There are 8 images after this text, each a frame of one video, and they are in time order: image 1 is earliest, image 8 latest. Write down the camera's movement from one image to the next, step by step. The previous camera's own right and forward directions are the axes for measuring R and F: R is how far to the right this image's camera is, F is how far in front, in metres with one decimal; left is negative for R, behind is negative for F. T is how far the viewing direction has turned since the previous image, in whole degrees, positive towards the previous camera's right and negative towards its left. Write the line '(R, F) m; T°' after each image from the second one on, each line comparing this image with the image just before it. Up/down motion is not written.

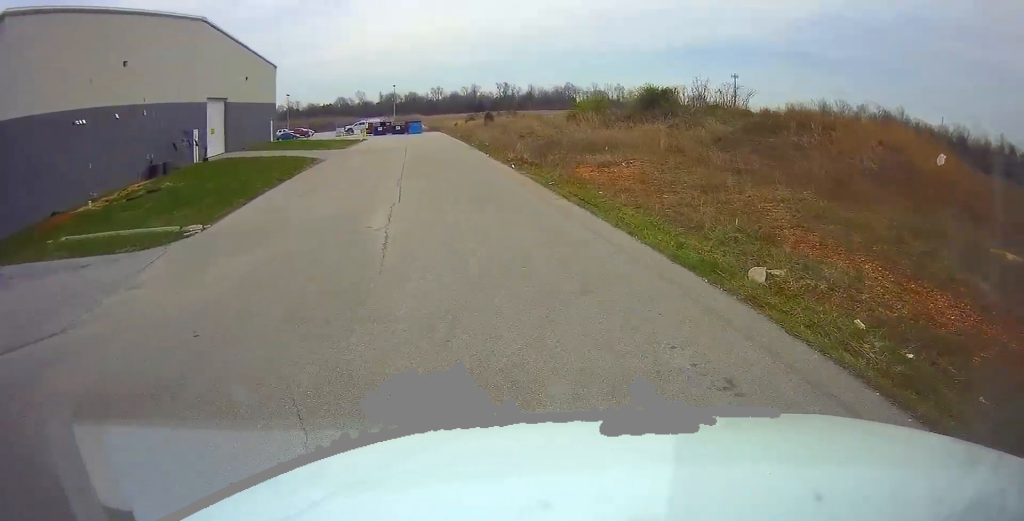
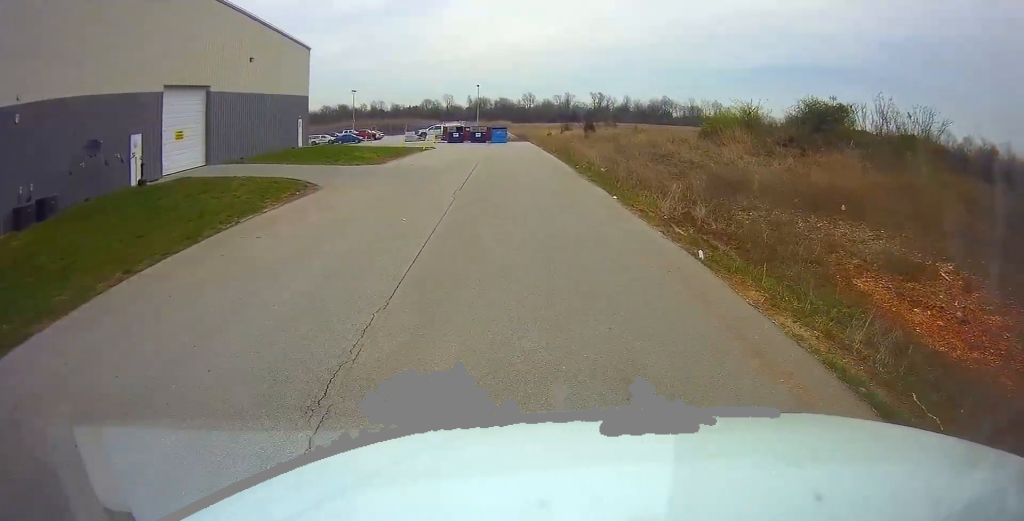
(-1.1, +14.7) m; -8°
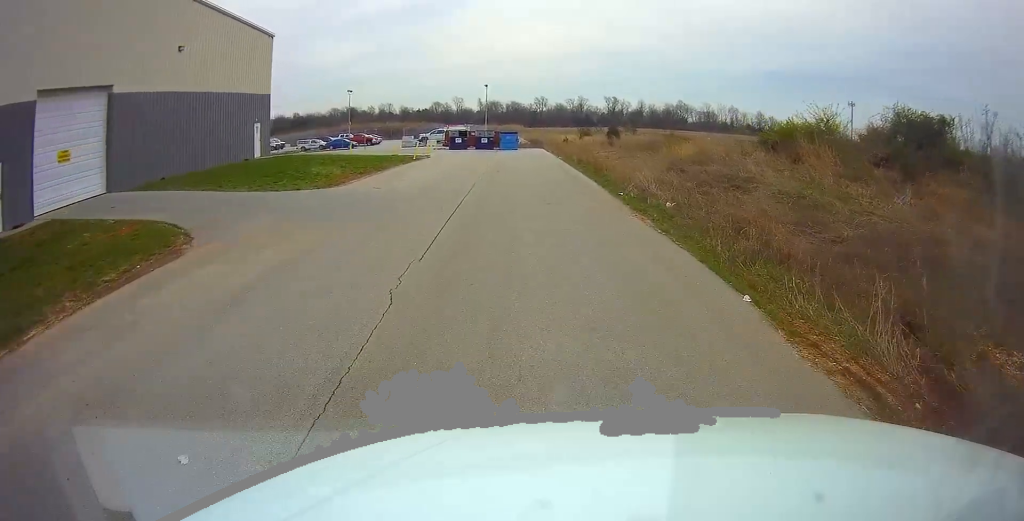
(-0.4, +9.5) m; -3°
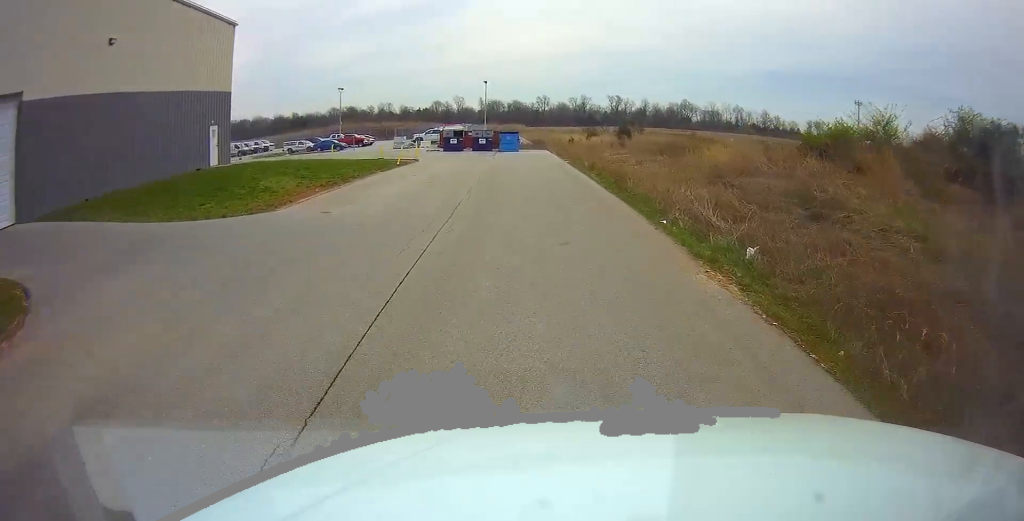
(-0.1, +5.8) m; 0°
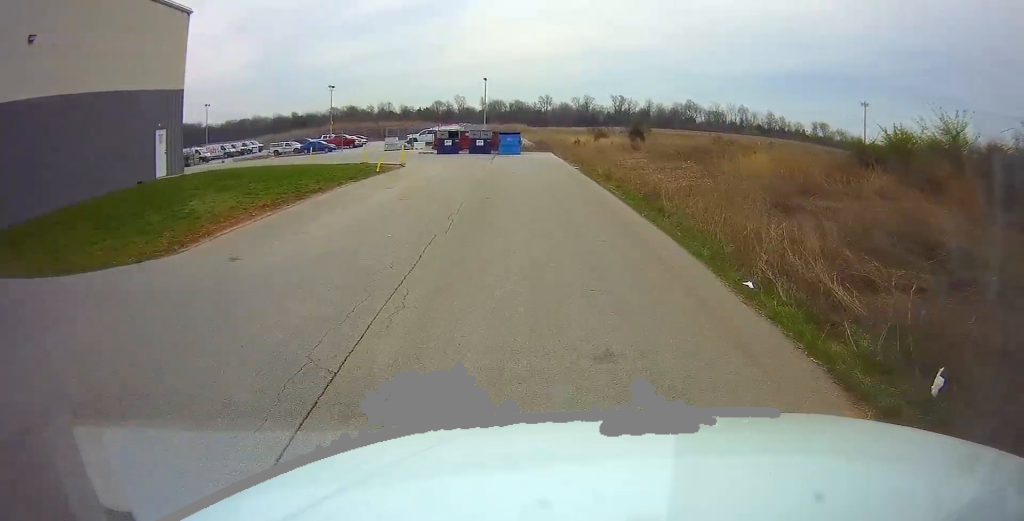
(0.0, +5.3) m; 0°
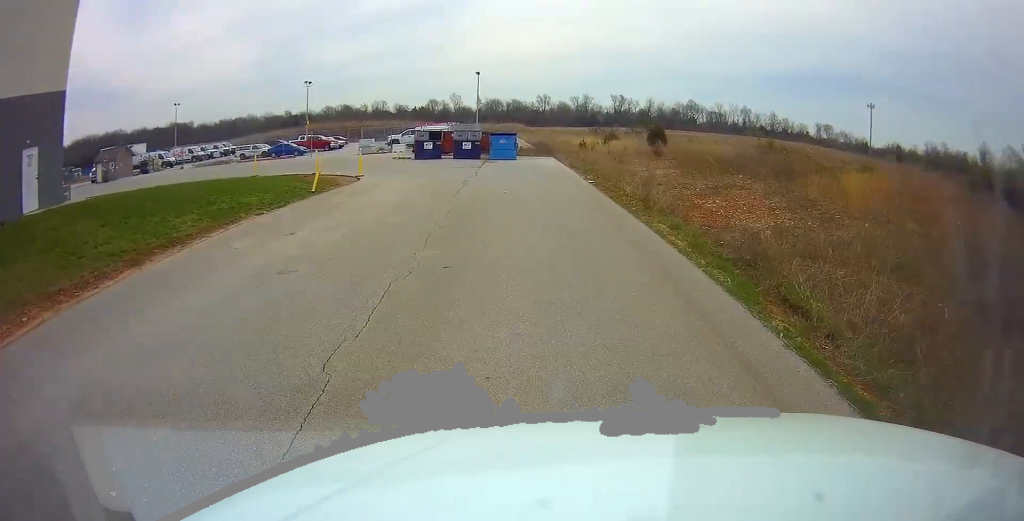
(+0.1, +8.9) m; +1°
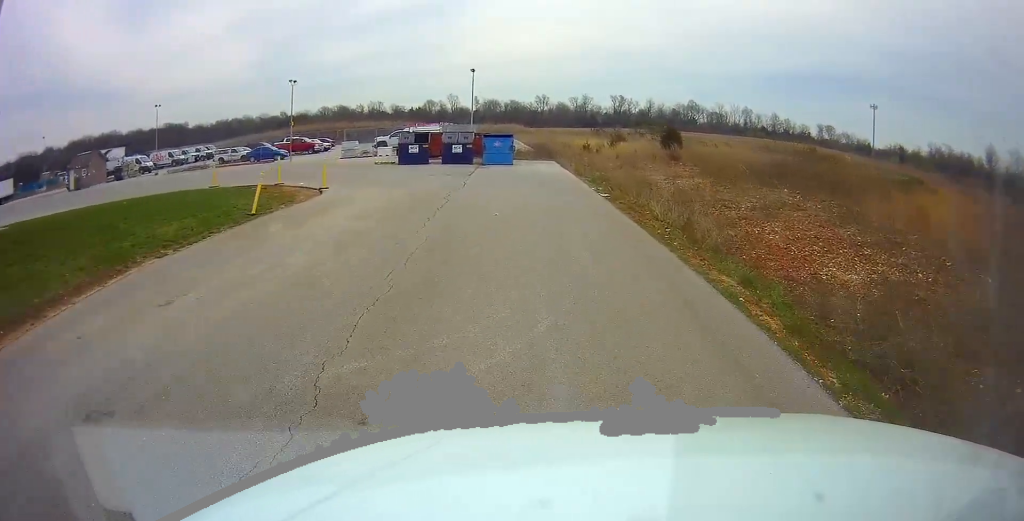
(0.0, +4.8) m; -1°
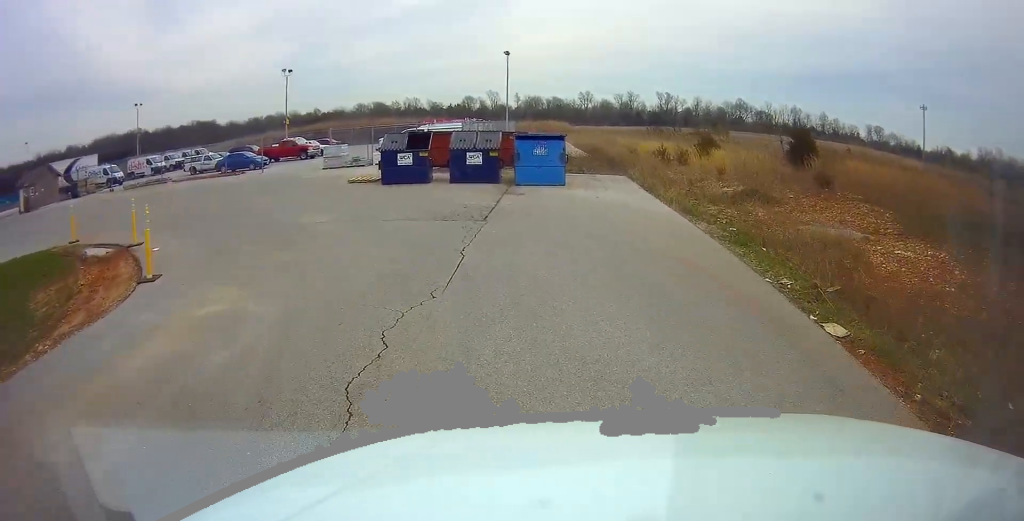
(-0.7, +14.3) m; -9°
